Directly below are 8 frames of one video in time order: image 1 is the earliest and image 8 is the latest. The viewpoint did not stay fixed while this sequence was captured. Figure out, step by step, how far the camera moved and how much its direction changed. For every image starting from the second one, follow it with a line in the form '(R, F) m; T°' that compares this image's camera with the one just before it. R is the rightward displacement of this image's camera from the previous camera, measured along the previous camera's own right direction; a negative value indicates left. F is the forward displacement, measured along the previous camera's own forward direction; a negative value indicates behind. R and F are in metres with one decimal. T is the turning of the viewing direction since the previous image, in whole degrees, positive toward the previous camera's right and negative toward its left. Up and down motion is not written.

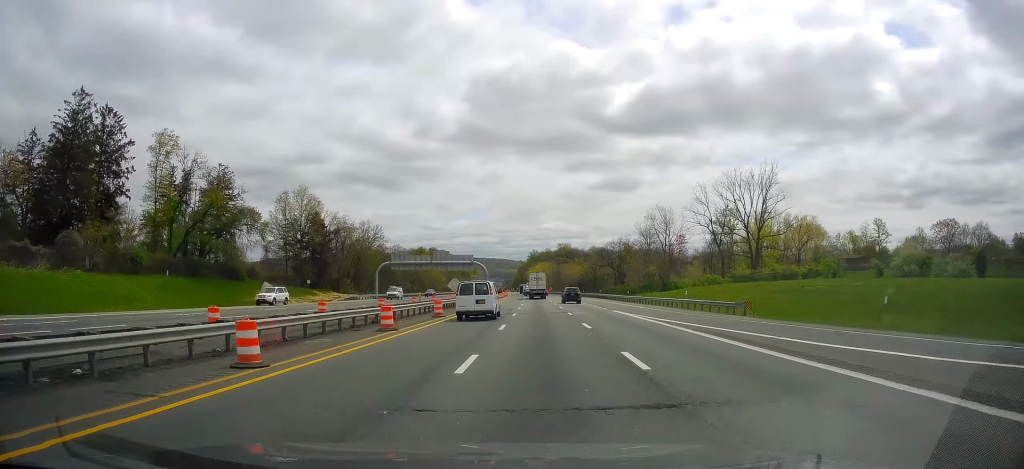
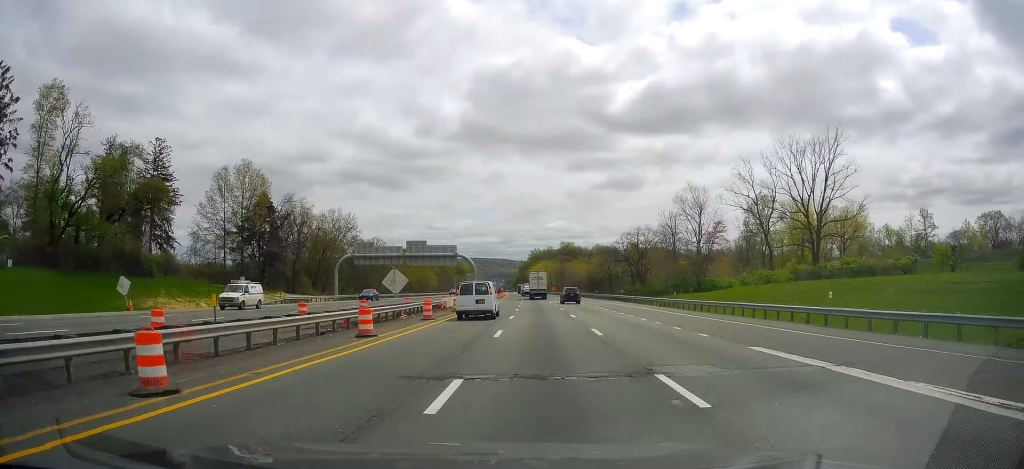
(0.0, +27.4) m; 0°
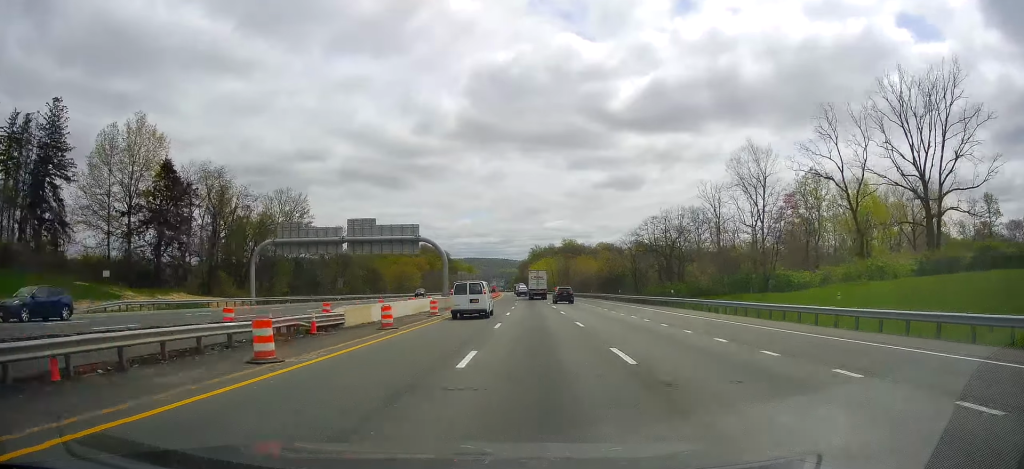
(0.0, +31.8) m; -1°
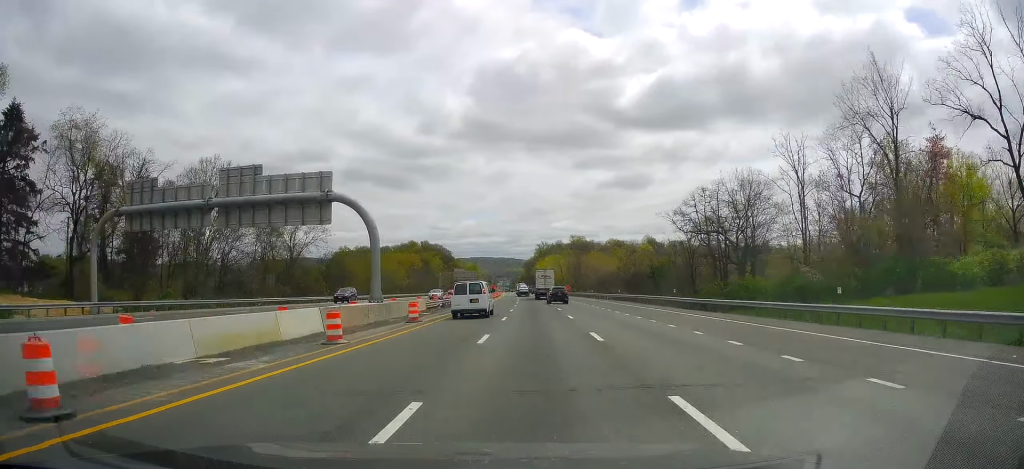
(-0.3, +30.8) m; -1°
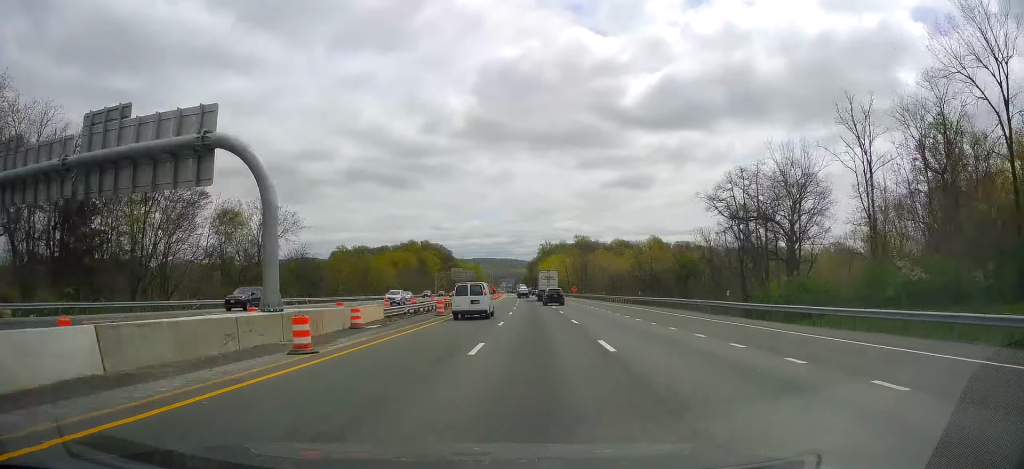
(-0.1, +14.9) m; 0°
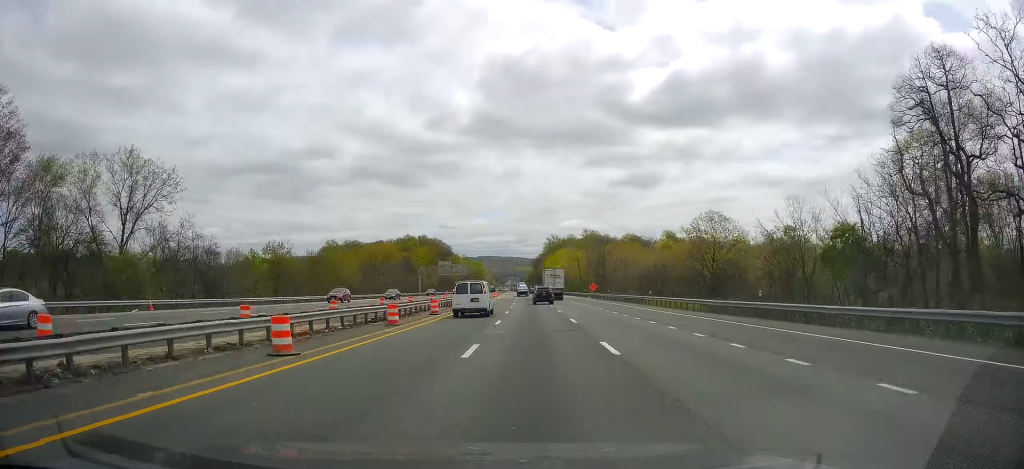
(0.0, +37.3) m; 0°
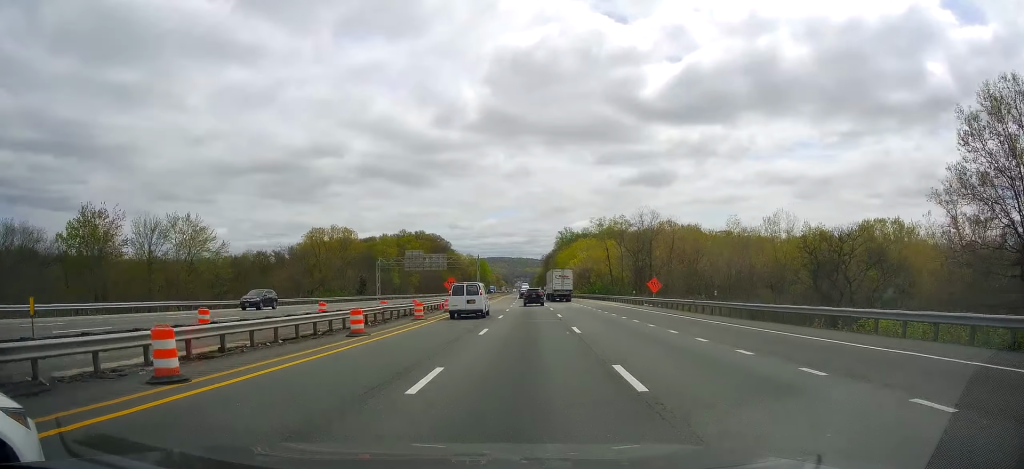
(+0.1, +52.6) m; 0°
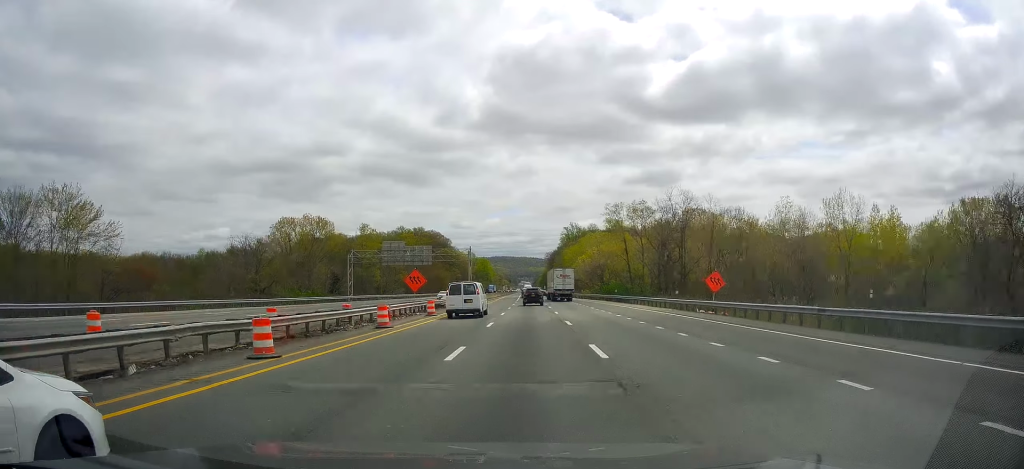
(0.0, +20.0) m; -1°
